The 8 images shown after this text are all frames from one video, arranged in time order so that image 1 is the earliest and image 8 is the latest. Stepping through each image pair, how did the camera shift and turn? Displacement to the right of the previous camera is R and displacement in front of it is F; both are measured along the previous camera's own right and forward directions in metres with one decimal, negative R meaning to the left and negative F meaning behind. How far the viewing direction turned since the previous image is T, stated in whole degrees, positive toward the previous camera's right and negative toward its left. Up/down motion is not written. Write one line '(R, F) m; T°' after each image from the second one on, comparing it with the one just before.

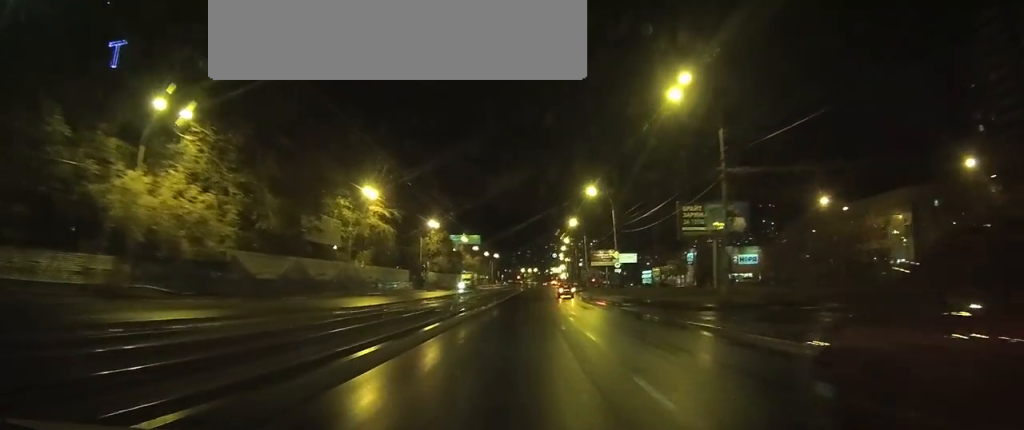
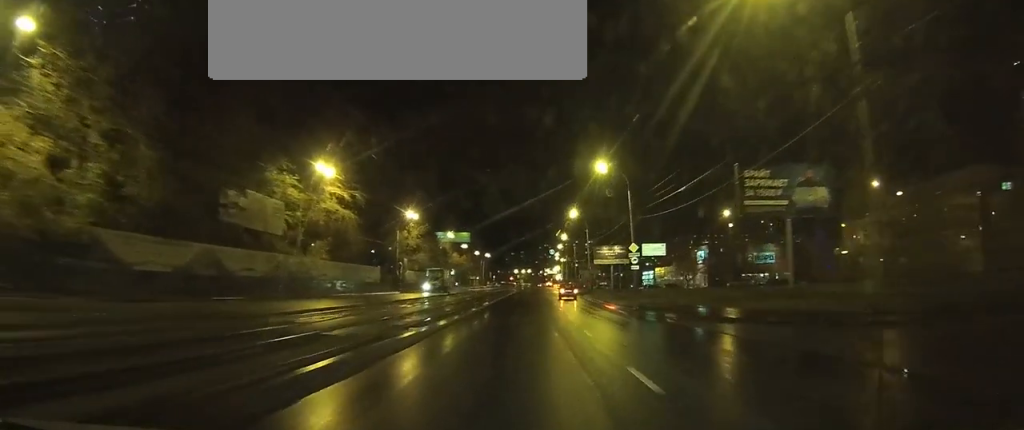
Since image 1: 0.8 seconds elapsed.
(0.0, +15.3) m; 0°
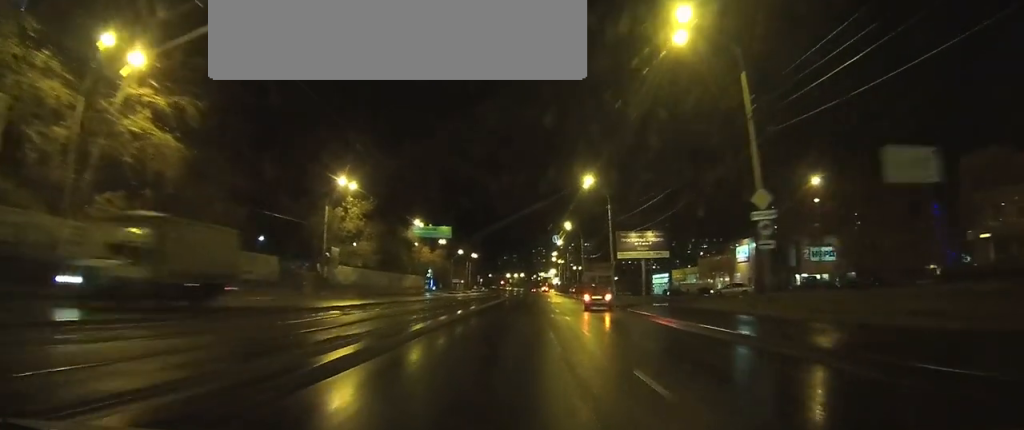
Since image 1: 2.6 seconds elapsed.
(+0.1, +32.5) m; 0°
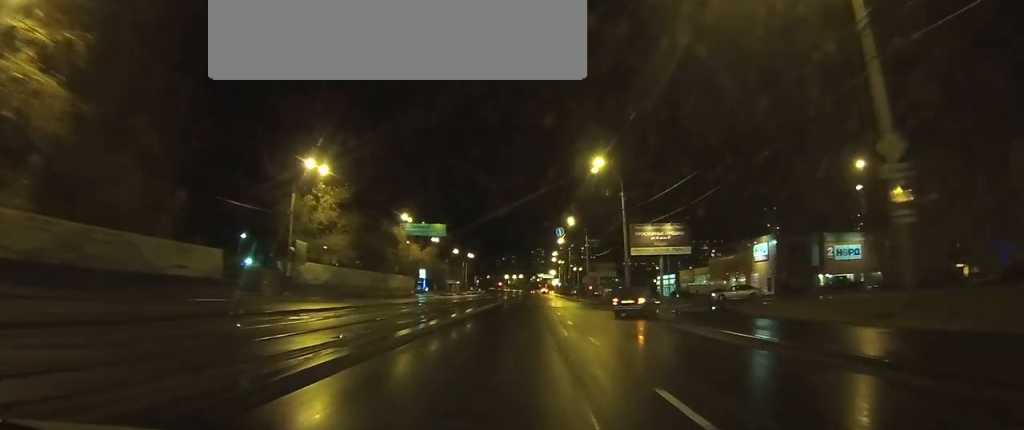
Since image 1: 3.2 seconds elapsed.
(0.0, +9.5) m; 0°
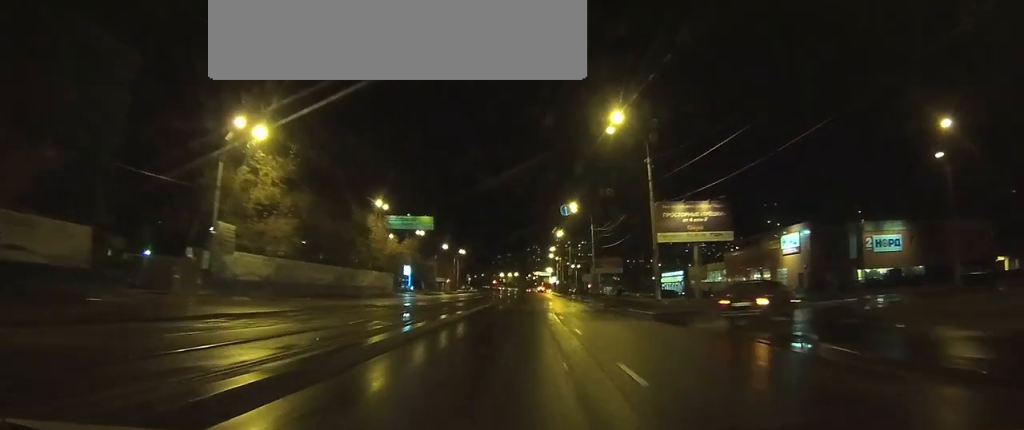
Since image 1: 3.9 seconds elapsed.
(0.0, +13.6) m; +1°
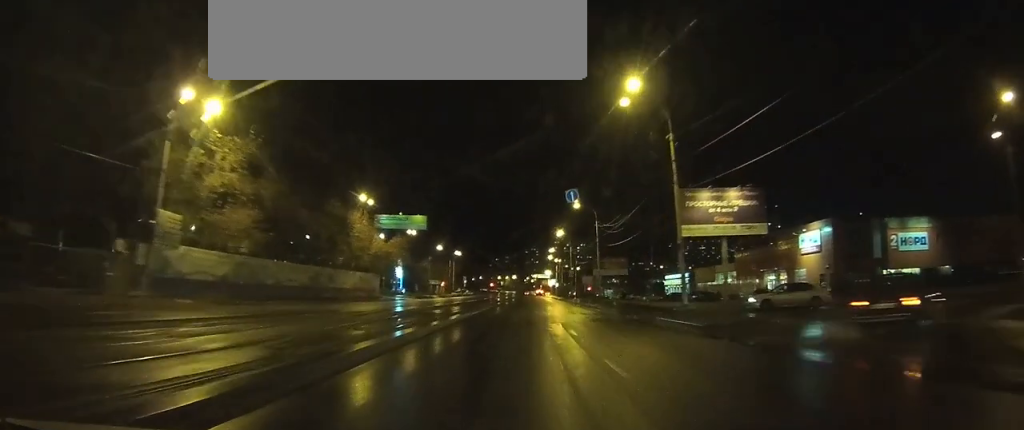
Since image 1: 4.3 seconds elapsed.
(0.0, +7.1) m; 0°
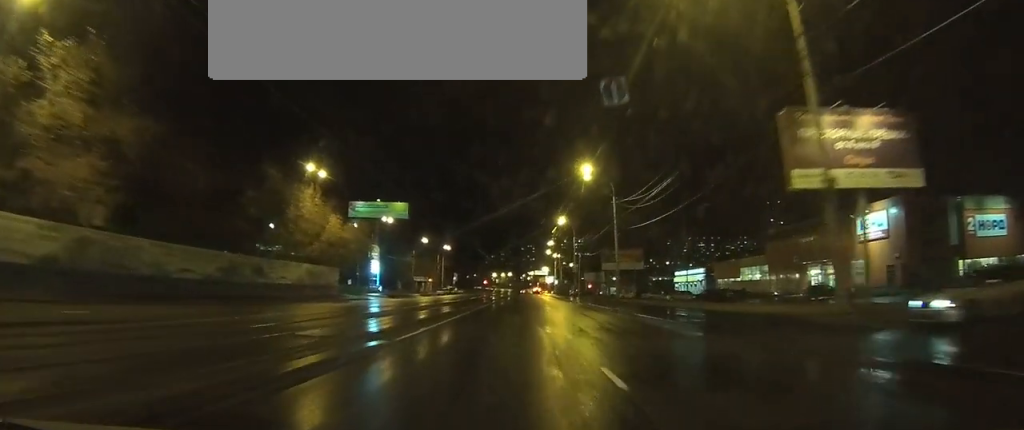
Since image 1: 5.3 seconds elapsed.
(+0.2, +16.9) m; +1°
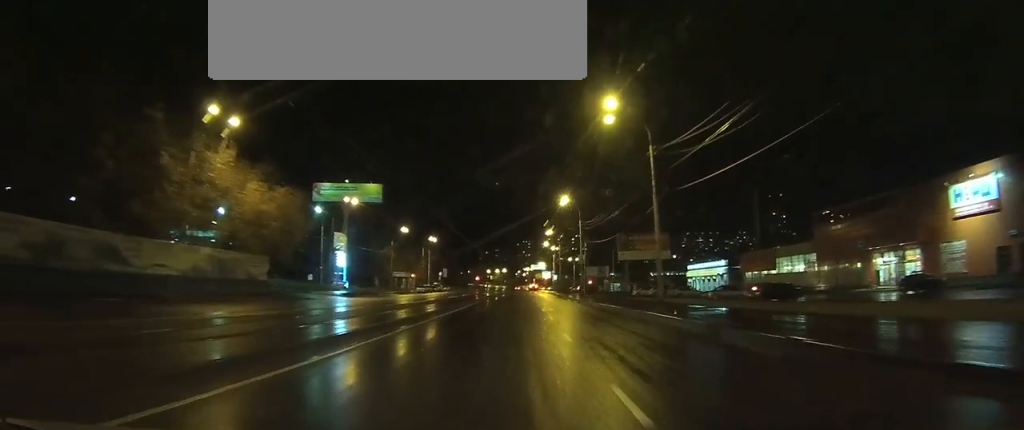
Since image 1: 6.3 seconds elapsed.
(0.0, +17.8) m; +1°
